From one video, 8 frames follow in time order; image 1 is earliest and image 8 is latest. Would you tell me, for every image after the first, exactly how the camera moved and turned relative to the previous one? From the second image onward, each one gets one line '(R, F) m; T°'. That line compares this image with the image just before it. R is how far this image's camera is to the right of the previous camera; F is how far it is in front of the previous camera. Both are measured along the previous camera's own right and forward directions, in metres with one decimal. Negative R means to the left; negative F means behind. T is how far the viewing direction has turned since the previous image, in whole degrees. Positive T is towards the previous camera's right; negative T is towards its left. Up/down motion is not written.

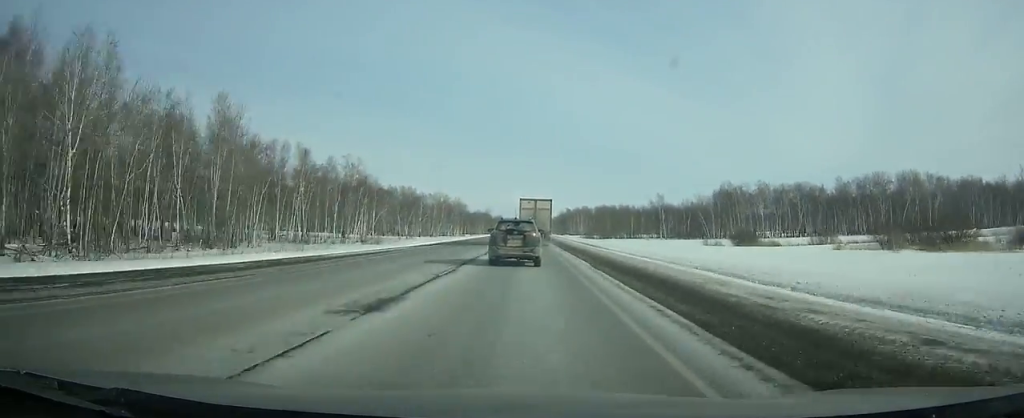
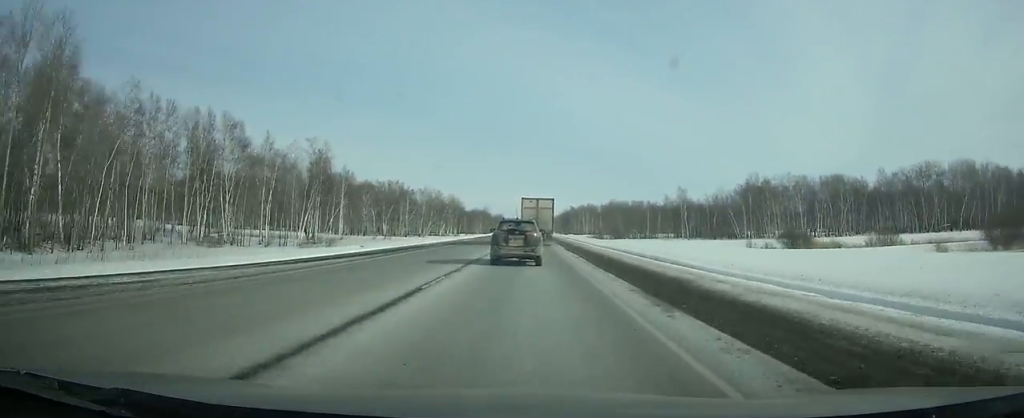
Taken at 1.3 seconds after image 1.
(-0.1, +27.4) m; 0°
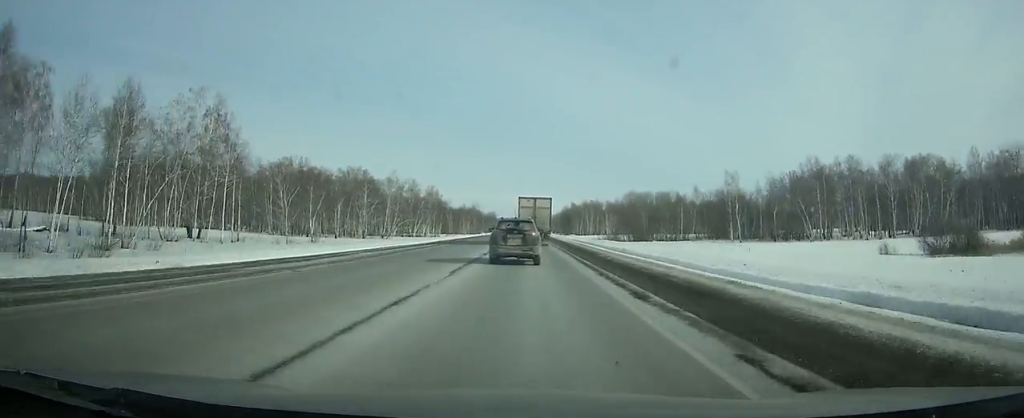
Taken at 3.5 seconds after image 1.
(+0.2, +45.8) m; 0°
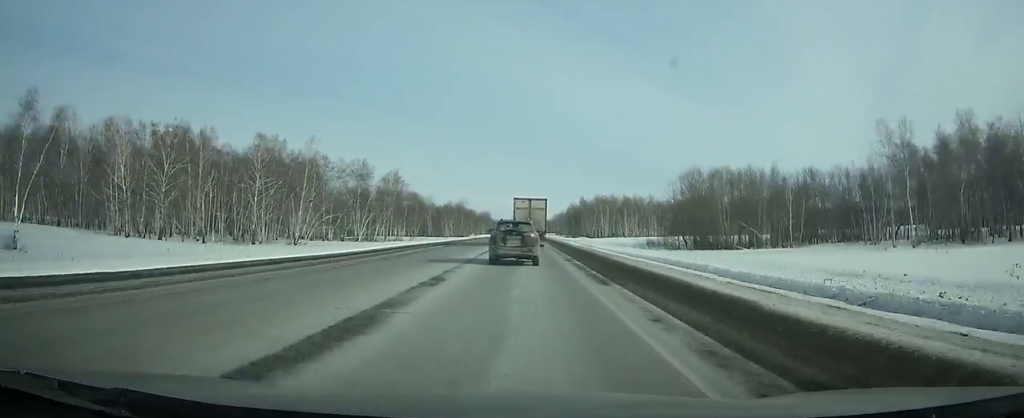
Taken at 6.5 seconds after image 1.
(+0.1, +62.1) m; 0°
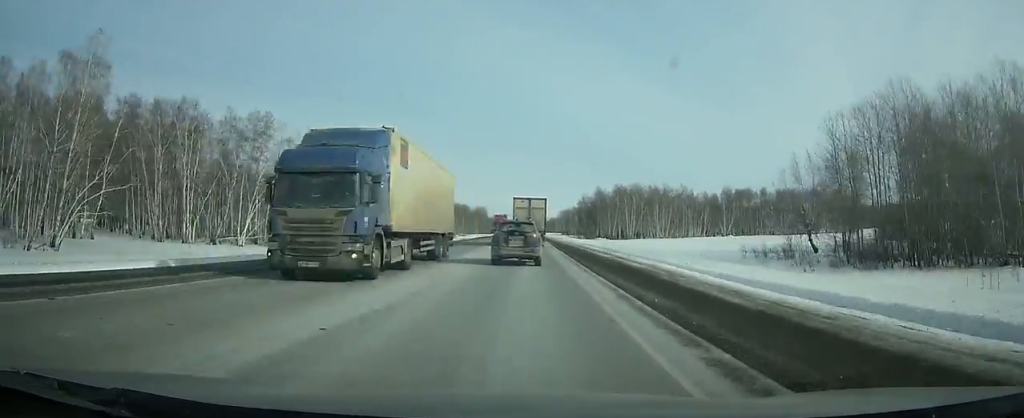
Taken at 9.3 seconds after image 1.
(-0.1, +58.0) m; 0°
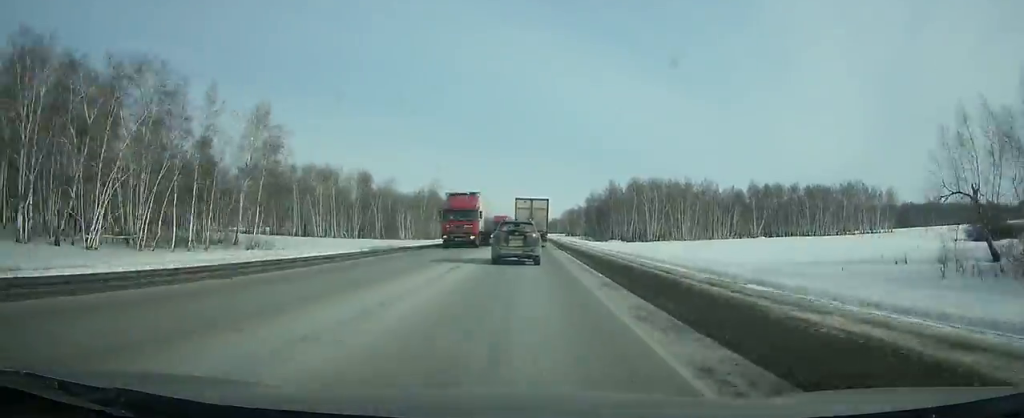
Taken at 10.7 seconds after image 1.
(-0.1, +29.2) m; 0°
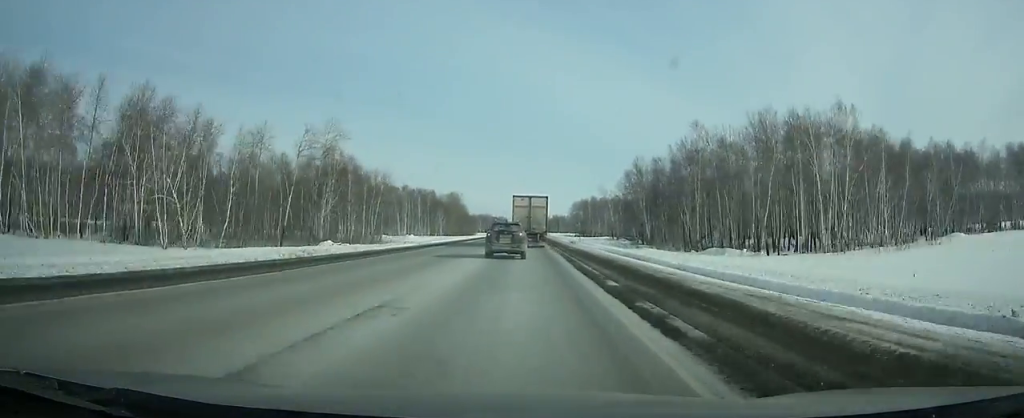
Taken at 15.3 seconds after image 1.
(-0.1, +100.3) m; 0°
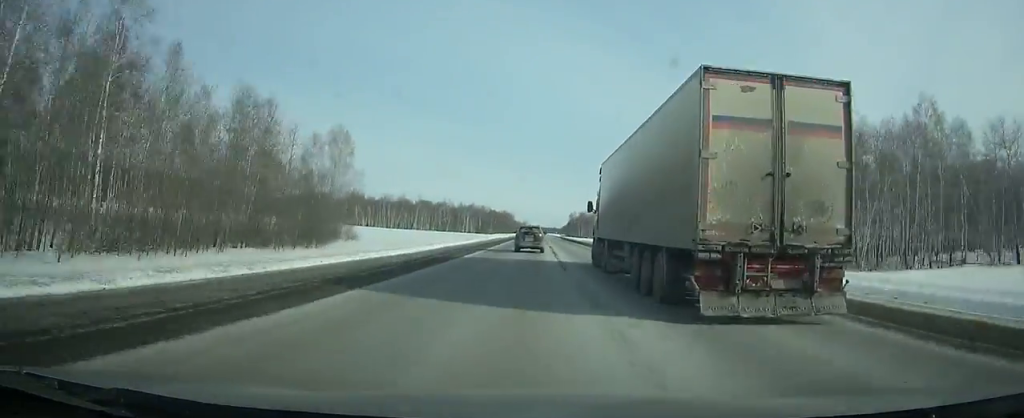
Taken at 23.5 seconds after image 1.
(-2.8, +205.8) m; -1°
